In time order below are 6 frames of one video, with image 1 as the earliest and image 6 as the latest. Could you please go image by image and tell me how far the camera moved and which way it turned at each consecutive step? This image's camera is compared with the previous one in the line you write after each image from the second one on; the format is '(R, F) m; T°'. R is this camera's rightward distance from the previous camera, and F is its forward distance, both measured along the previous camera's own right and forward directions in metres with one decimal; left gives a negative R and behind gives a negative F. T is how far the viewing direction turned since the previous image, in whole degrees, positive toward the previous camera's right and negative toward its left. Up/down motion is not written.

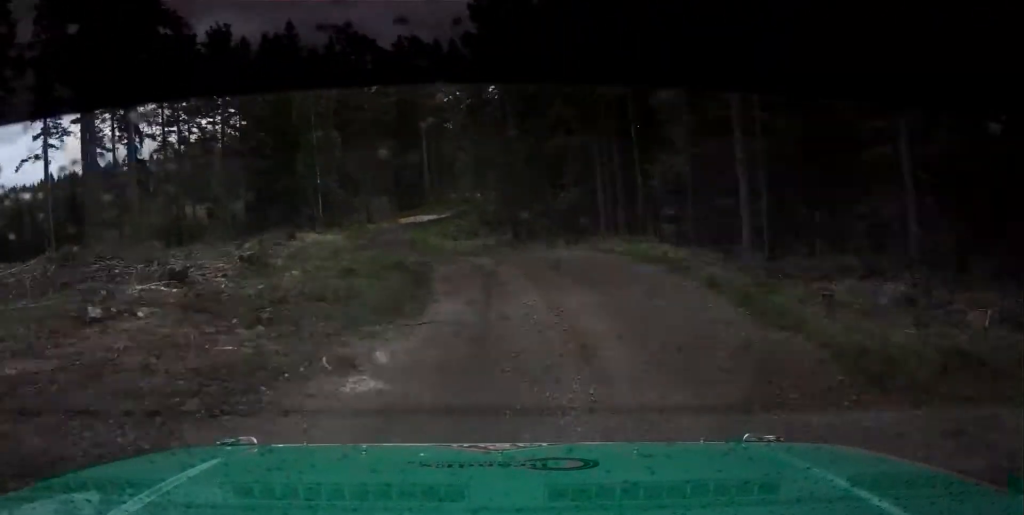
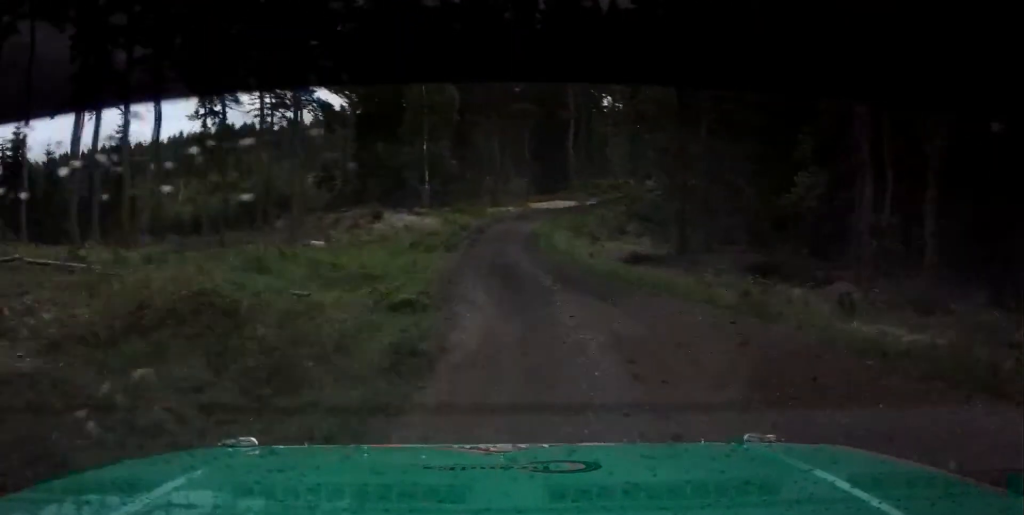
(-0.9, +18.2) m; -4°
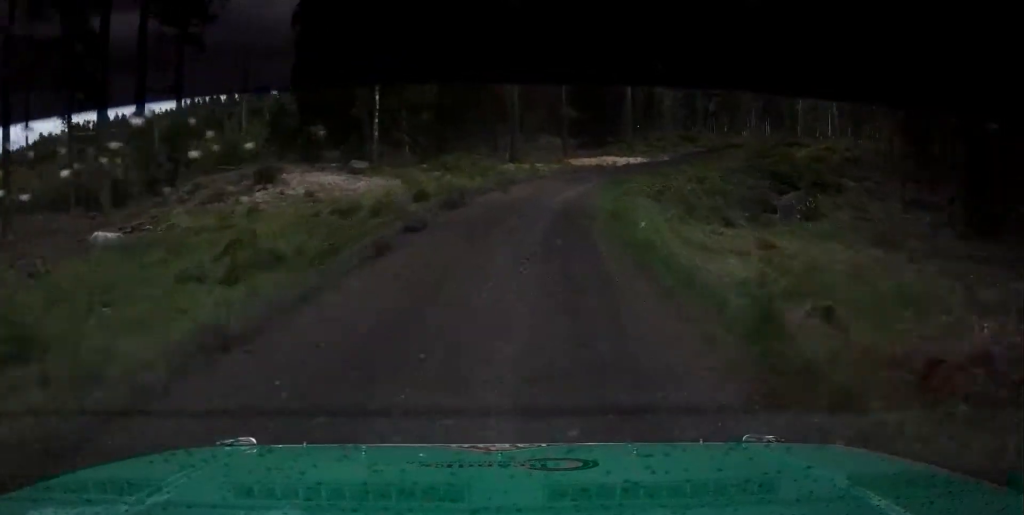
(-1.5, +26.3) m; 0°
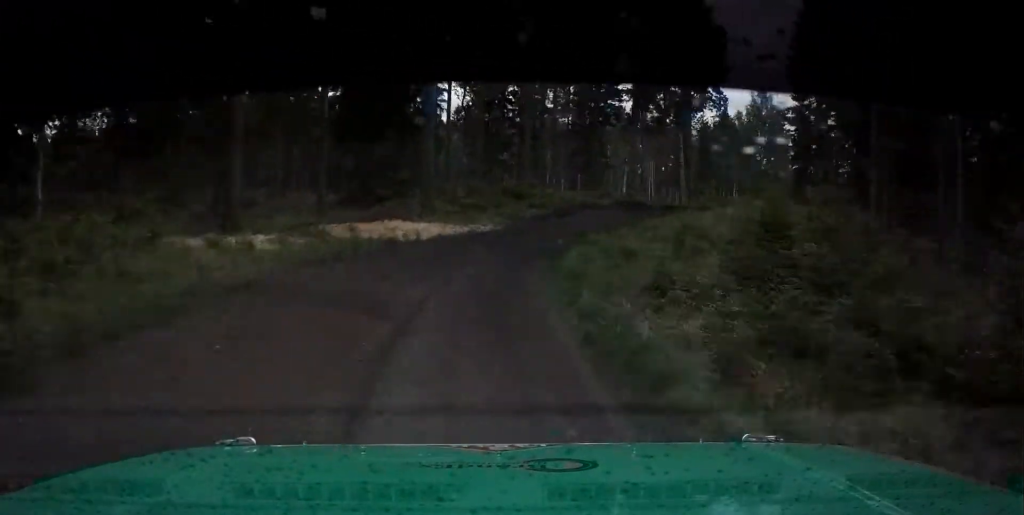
(+1.4, +23.0) m; +11°
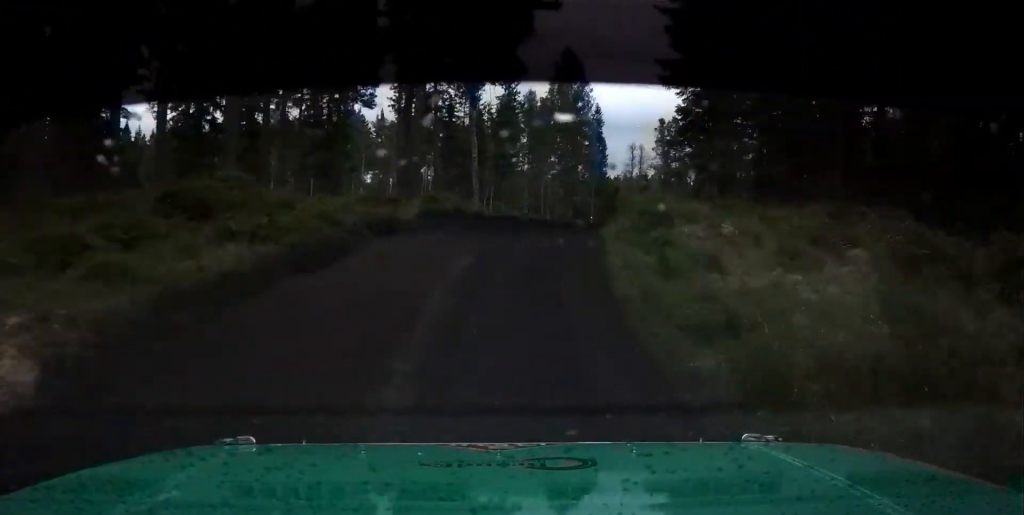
(+3.2, +24.6) m; +17°
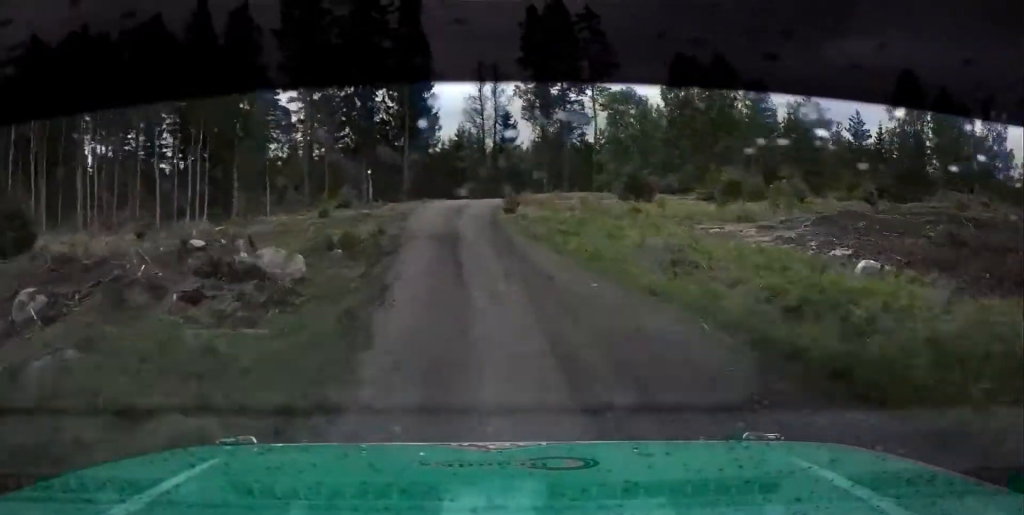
(+12.0, +63.2) m; +13°
